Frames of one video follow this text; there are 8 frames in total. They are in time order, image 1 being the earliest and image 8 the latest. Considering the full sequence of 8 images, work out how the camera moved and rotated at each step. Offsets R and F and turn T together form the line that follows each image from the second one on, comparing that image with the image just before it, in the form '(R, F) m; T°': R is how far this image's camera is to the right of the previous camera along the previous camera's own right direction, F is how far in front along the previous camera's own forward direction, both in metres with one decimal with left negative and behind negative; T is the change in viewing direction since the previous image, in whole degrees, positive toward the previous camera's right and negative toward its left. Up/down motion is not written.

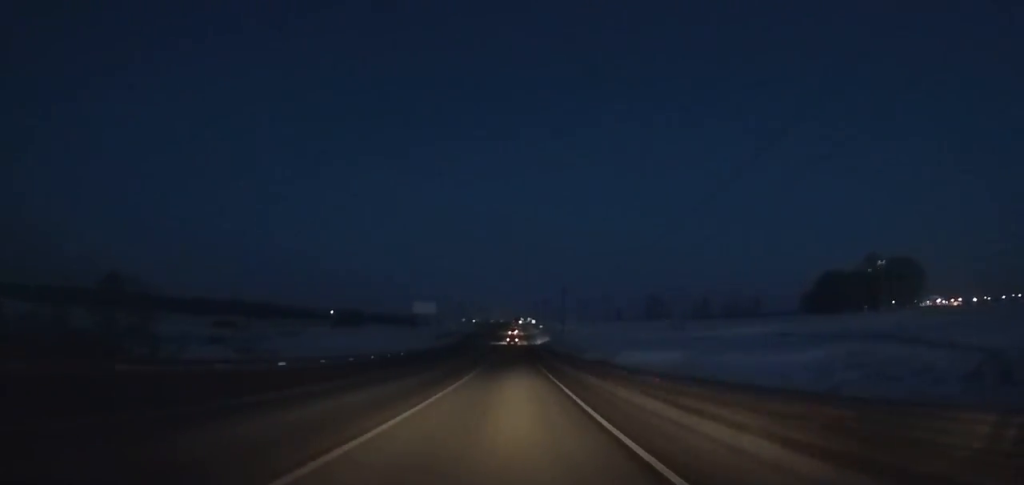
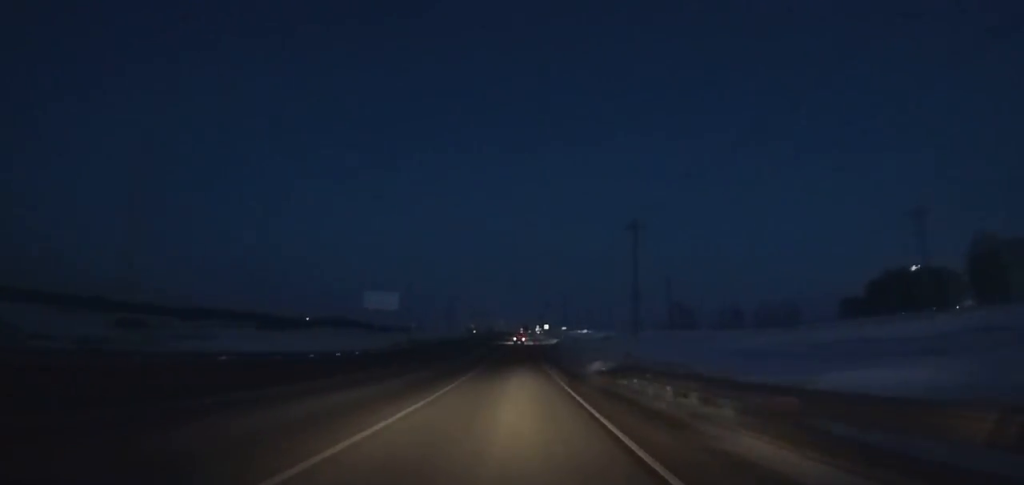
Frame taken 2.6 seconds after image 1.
(0.0, +49.2) m; 0°
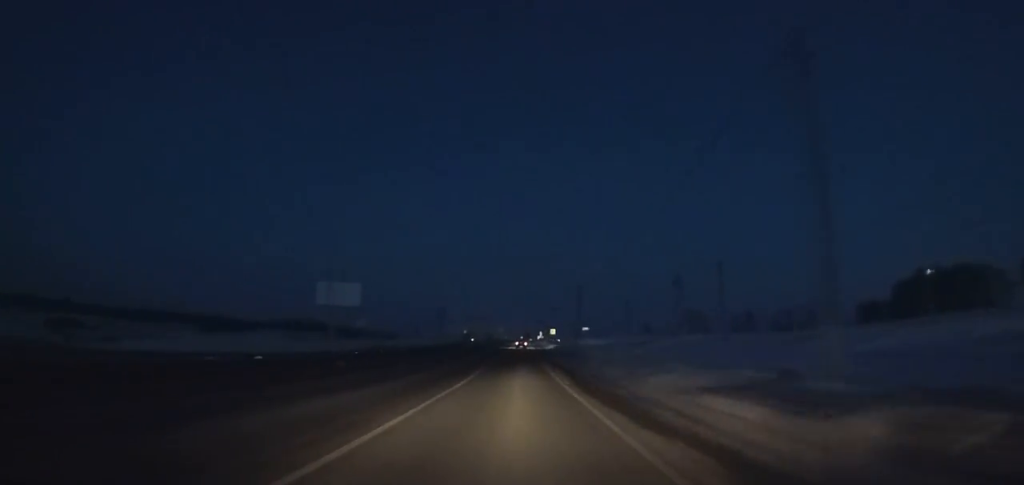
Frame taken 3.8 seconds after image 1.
(0.0, +22.7) m; 0°
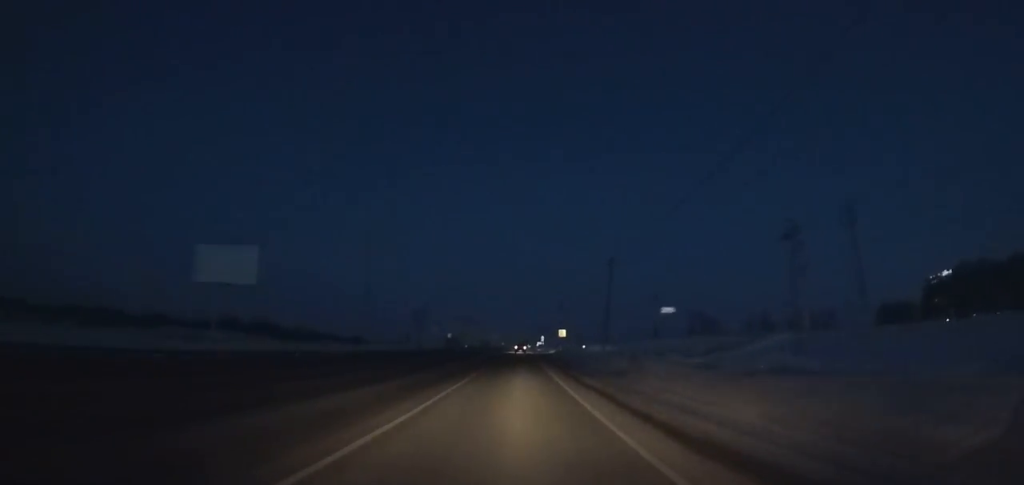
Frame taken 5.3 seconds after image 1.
(+0.1, +28.2) m; 0°
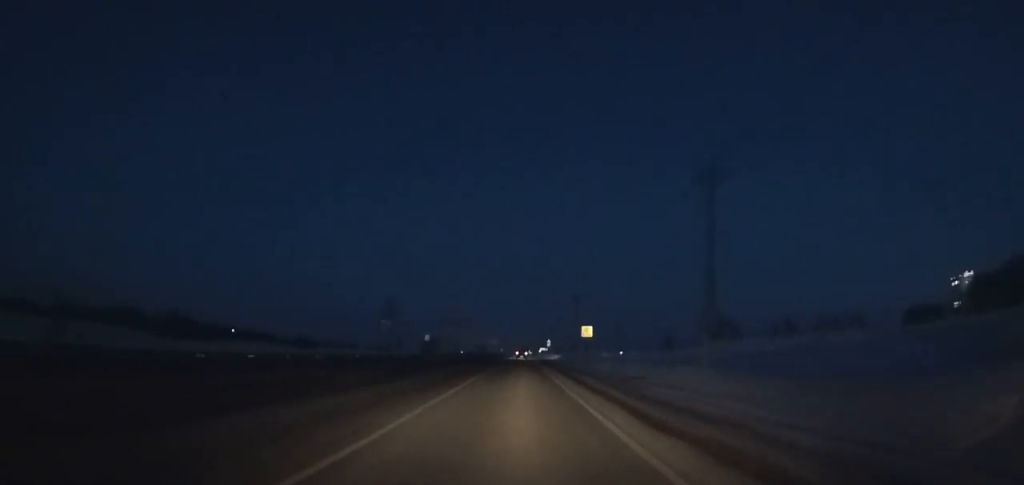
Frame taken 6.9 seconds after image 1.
(+0.1, +30.0) m; 0°
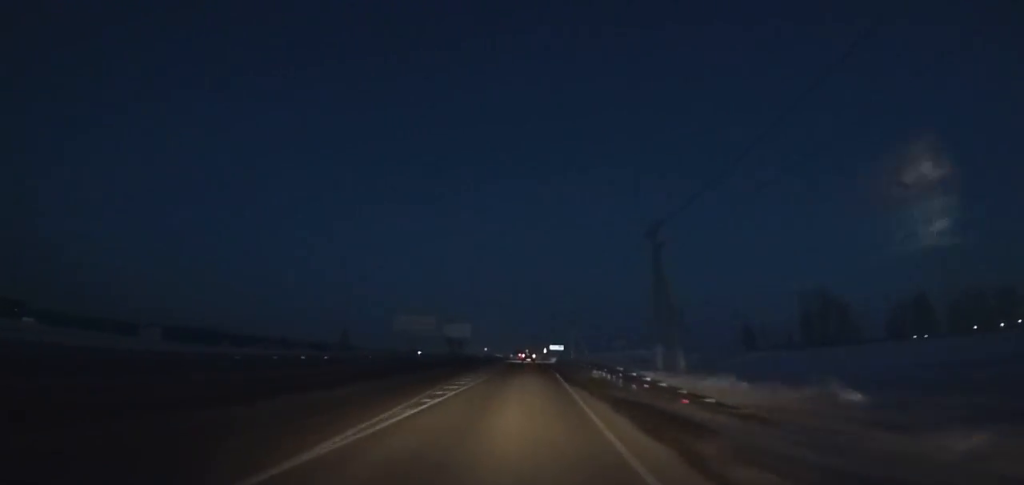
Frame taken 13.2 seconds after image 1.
(0.0, +114.5) m; 0°
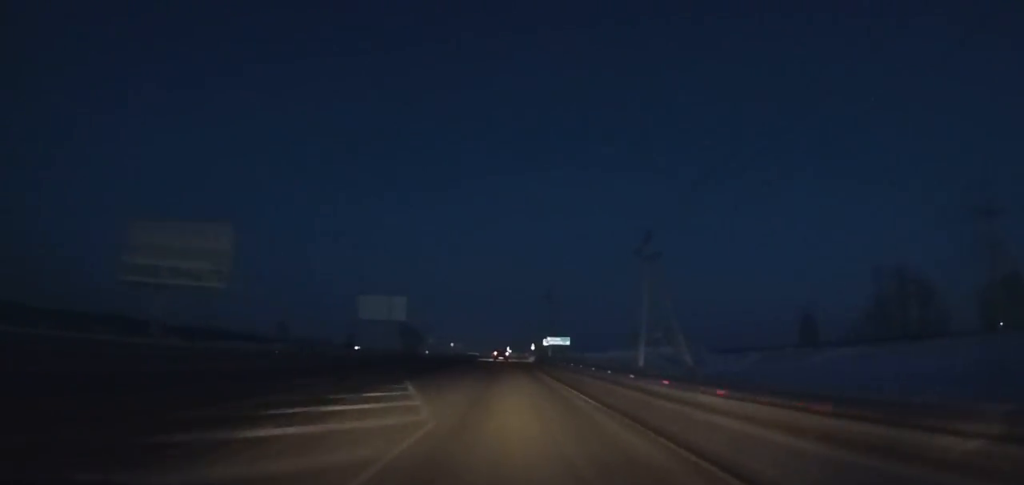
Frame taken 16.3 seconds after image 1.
(+0.3, +53.5) m; 0°
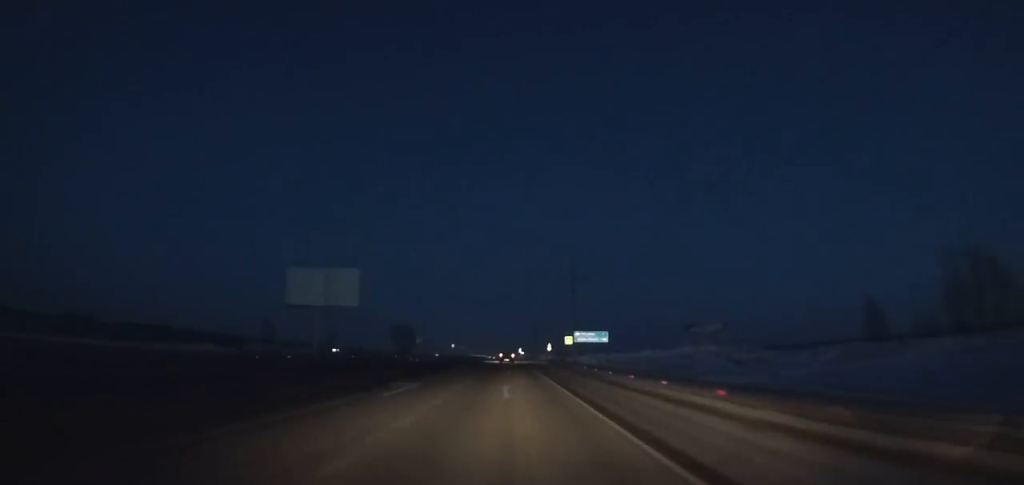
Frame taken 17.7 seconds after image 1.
(-0.2, +23.3) m; 0°
